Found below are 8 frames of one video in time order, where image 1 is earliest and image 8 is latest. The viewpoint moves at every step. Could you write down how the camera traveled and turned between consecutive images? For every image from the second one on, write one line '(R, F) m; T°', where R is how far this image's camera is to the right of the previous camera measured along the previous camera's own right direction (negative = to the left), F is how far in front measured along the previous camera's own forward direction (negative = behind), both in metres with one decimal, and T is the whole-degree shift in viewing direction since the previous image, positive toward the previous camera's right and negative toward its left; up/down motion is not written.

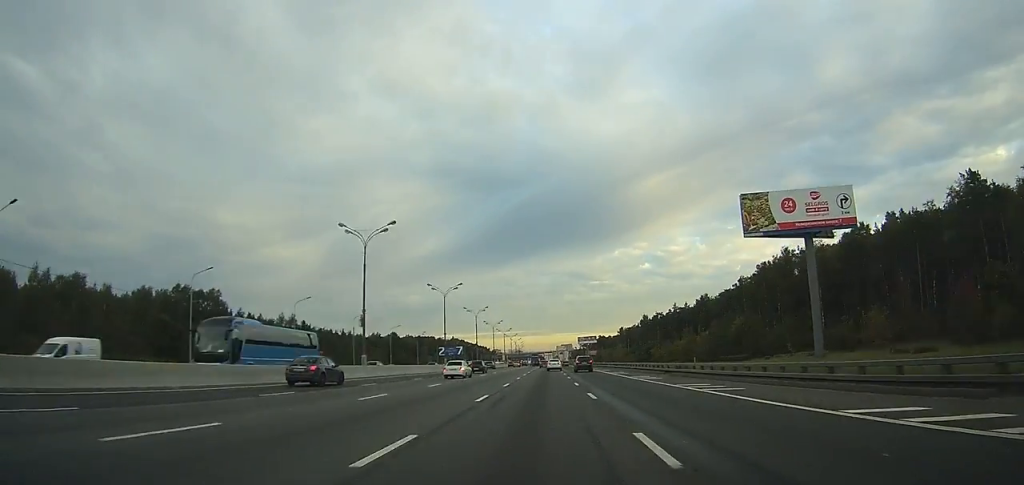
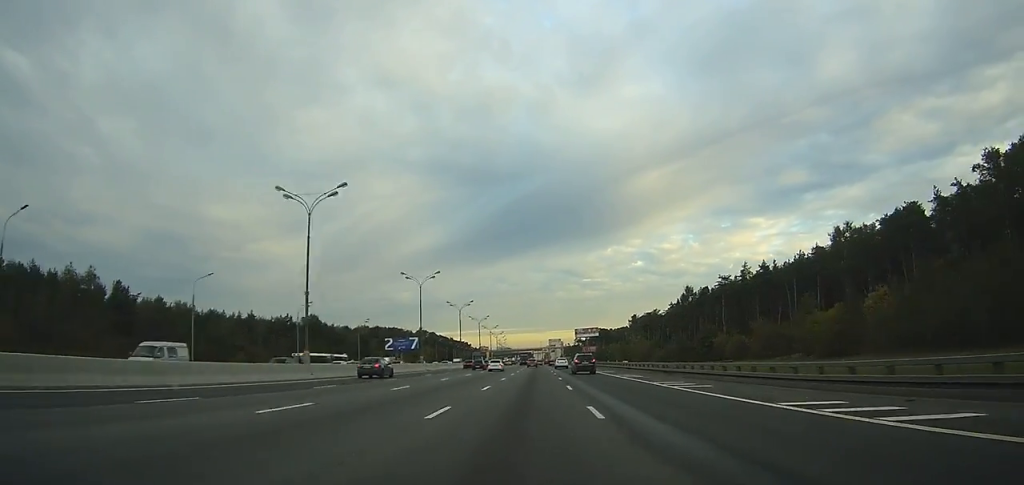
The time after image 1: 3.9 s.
(+1.0, +86.7) m; +2°
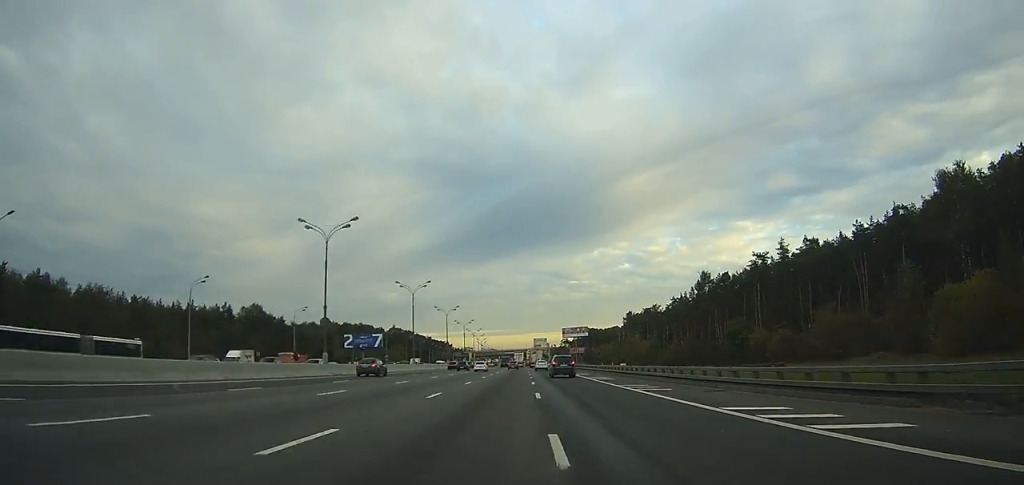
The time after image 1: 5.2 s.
(+0.2, +28.5) m; 0°
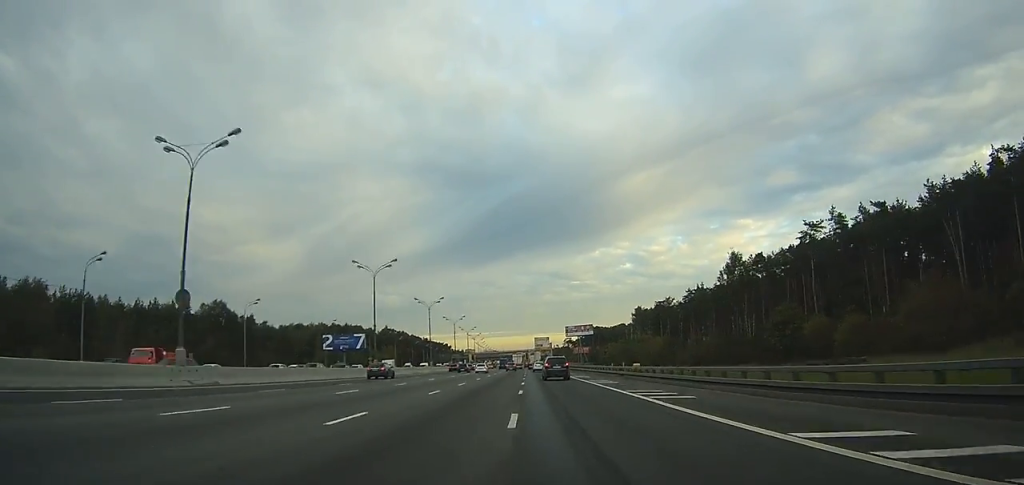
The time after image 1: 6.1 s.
(+0.1, +19.6) m; 0°
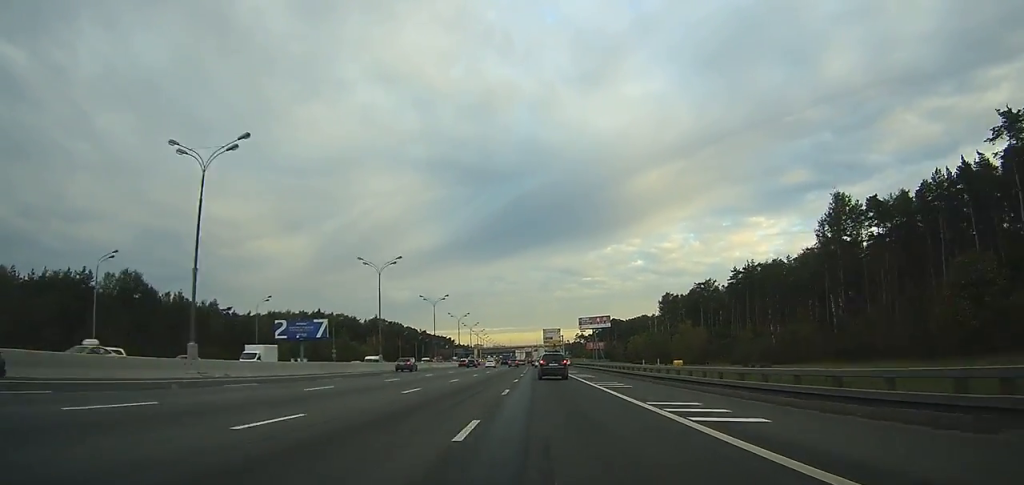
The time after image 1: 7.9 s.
(-0.1, +37.9) m; 0°
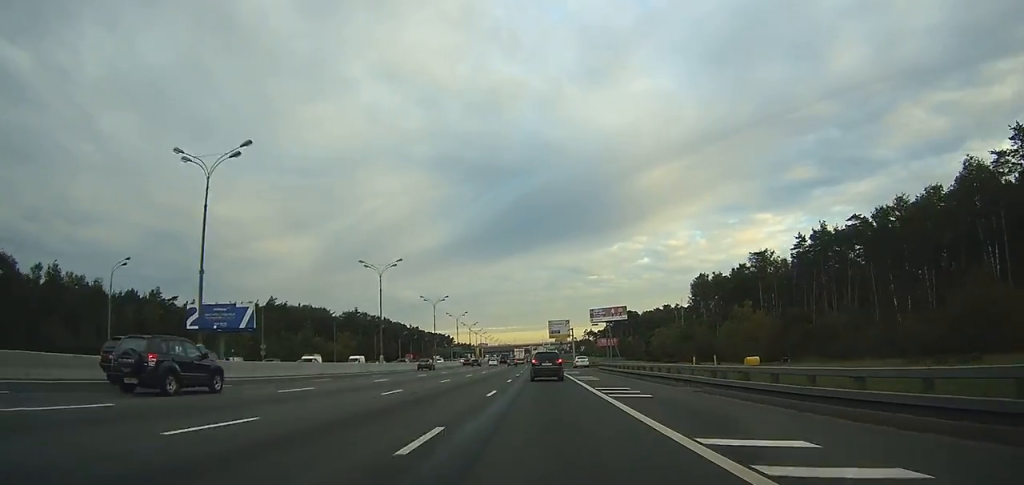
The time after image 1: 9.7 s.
(-0.2, +39.4) m; -1°
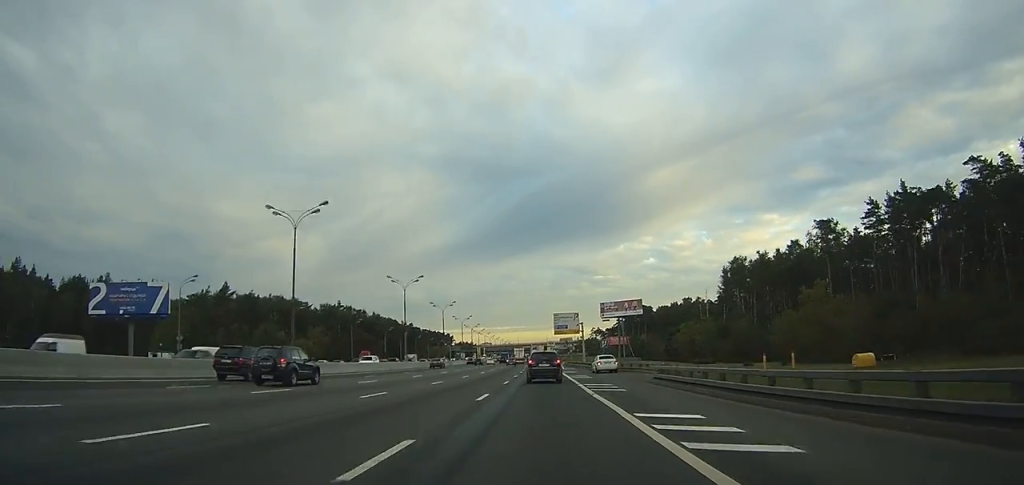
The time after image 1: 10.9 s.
(-0.1, +26.9) m; 0°
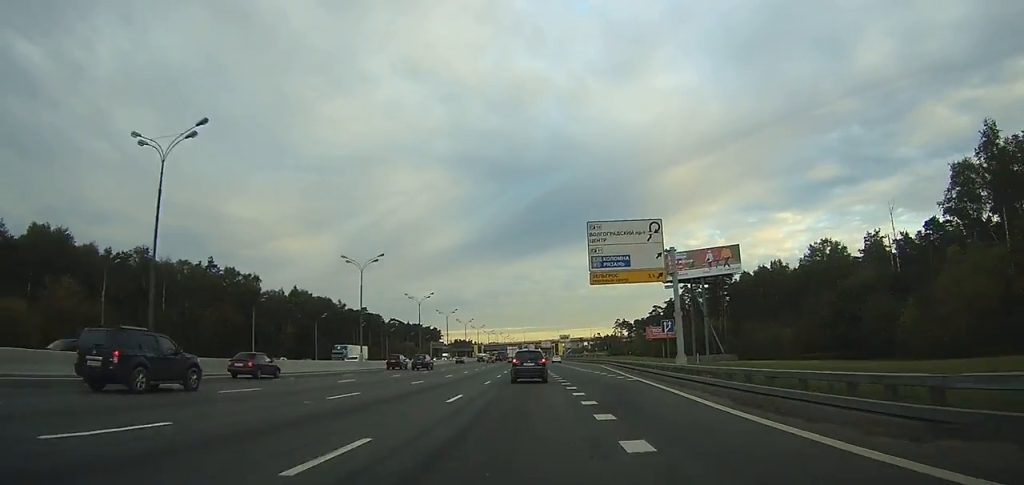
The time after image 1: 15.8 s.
(-1.1, +93.3) m; -1°
